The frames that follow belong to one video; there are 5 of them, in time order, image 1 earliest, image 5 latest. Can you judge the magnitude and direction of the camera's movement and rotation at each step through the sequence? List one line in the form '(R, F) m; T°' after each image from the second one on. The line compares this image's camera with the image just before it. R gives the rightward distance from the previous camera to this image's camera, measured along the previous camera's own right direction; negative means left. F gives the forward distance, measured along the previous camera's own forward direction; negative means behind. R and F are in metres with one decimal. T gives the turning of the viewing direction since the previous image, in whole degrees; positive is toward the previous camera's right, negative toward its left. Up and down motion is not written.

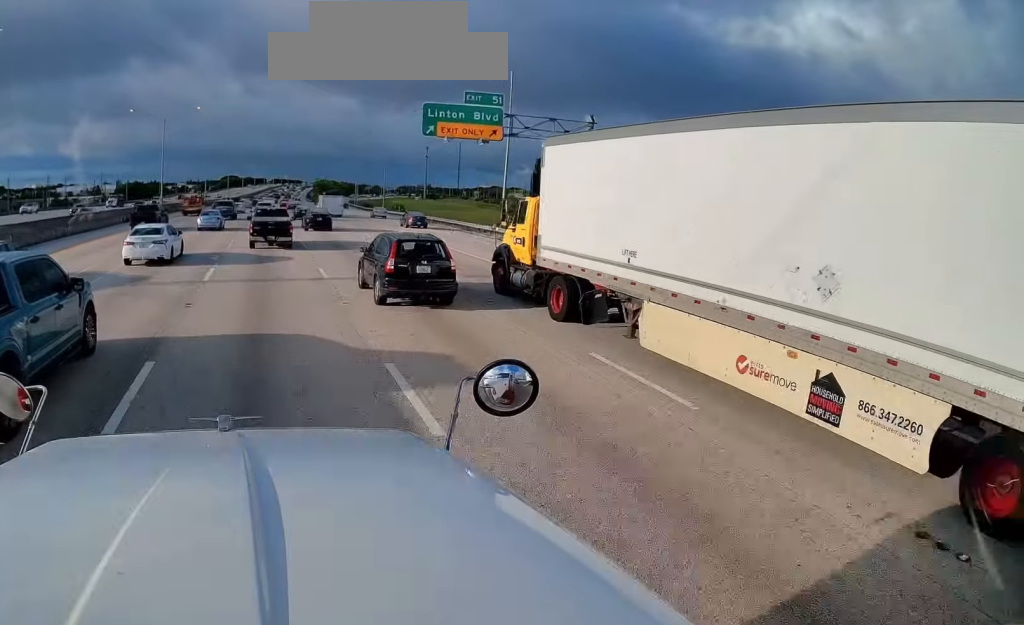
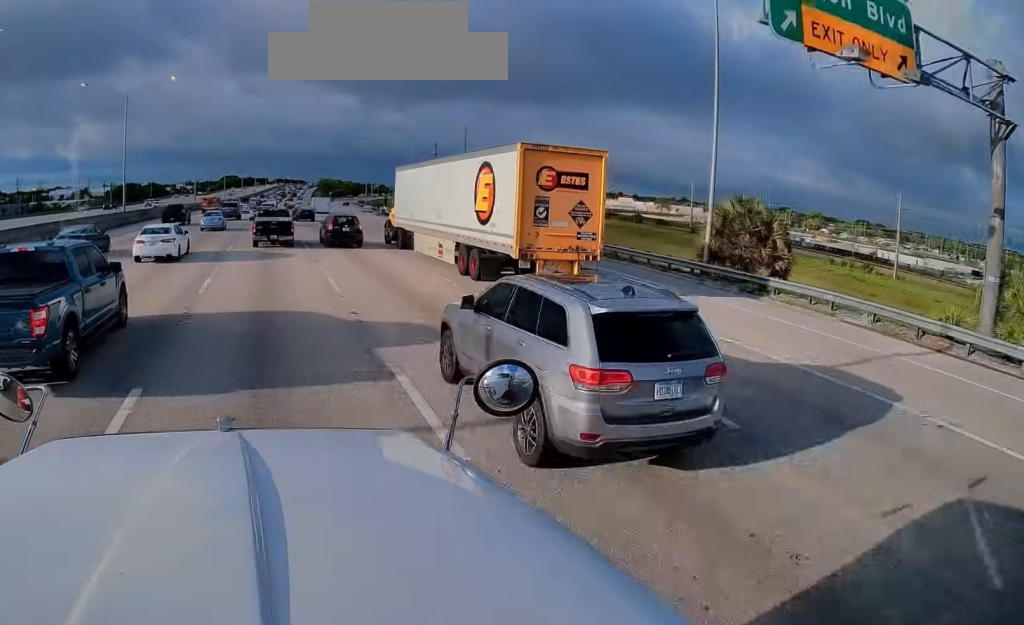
(-0.8, +24.1) m; -3°
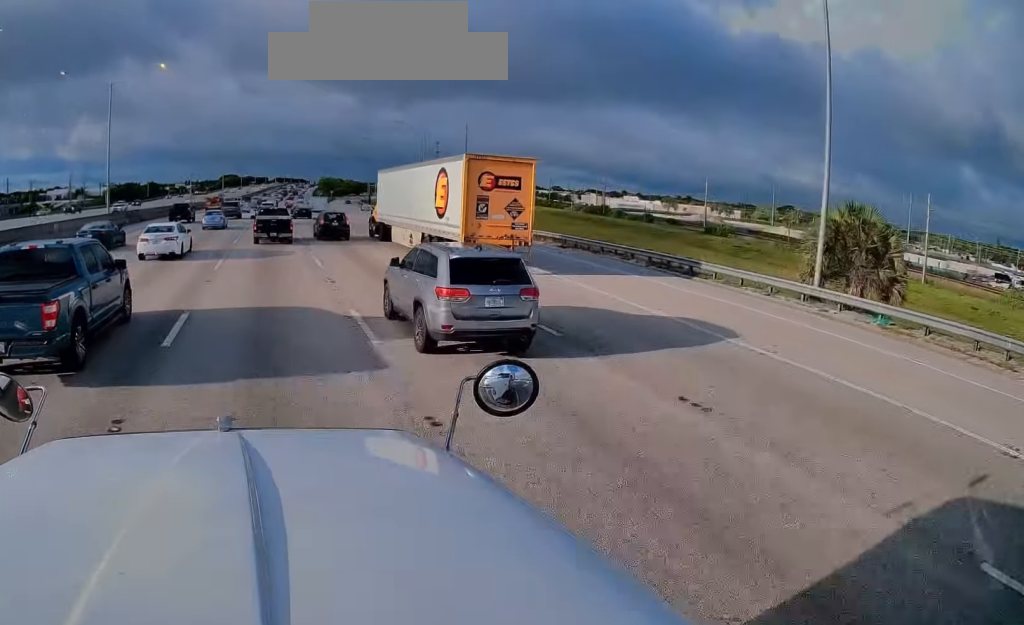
(+0.1, +6.2) m; 0°
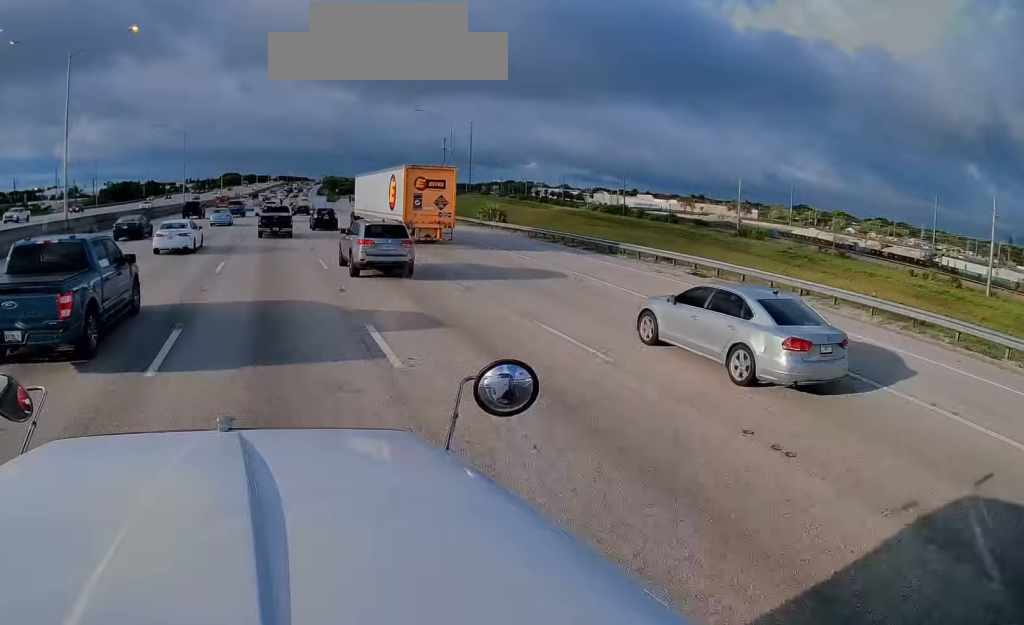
(-0.2, +13.3) m; 0°
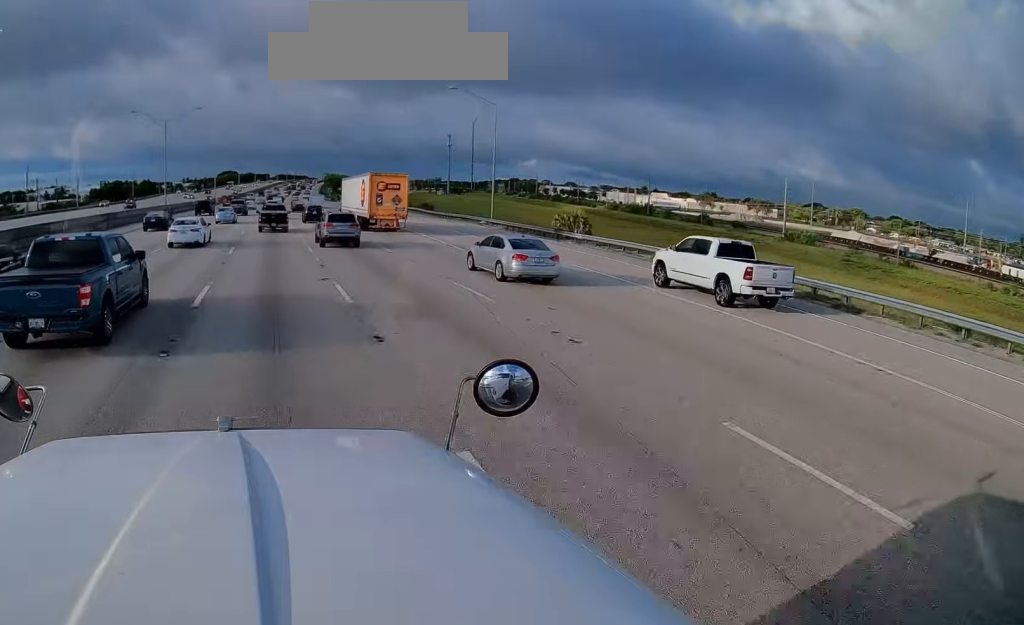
(+1.5, +17.6) m; +5°
